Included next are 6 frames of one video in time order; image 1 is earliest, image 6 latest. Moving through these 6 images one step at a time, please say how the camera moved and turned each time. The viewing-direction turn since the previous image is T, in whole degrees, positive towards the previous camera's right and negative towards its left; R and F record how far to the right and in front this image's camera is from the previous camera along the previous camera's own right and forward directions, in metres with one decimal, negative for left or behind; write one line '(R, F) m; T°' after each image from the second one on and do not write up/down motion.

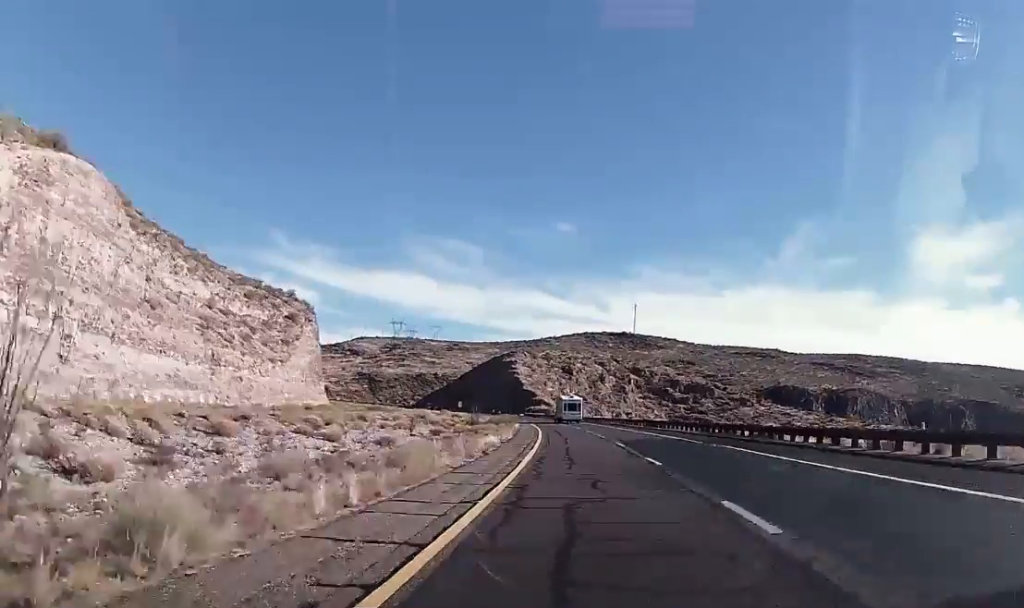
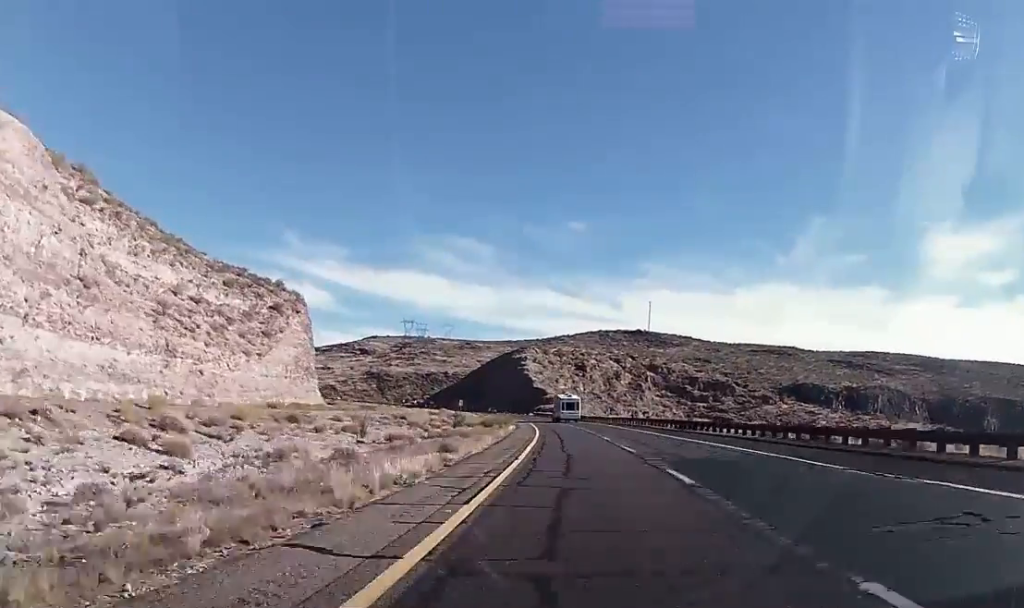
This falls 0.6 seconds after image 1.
(+0.1, +17.9) m; 0°
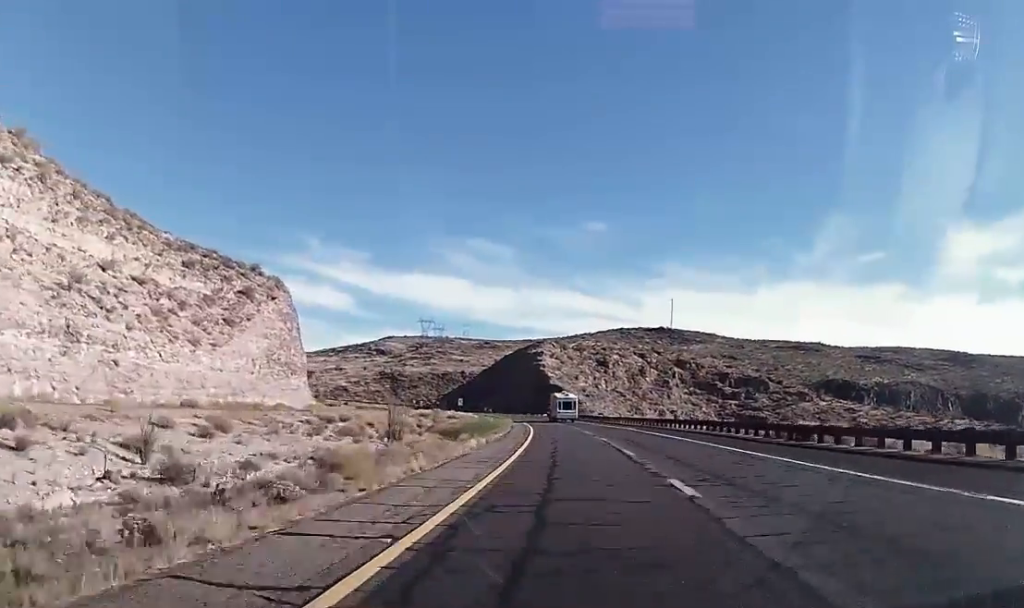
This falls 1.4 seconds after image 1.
(0.0, +26.3) m; -1°
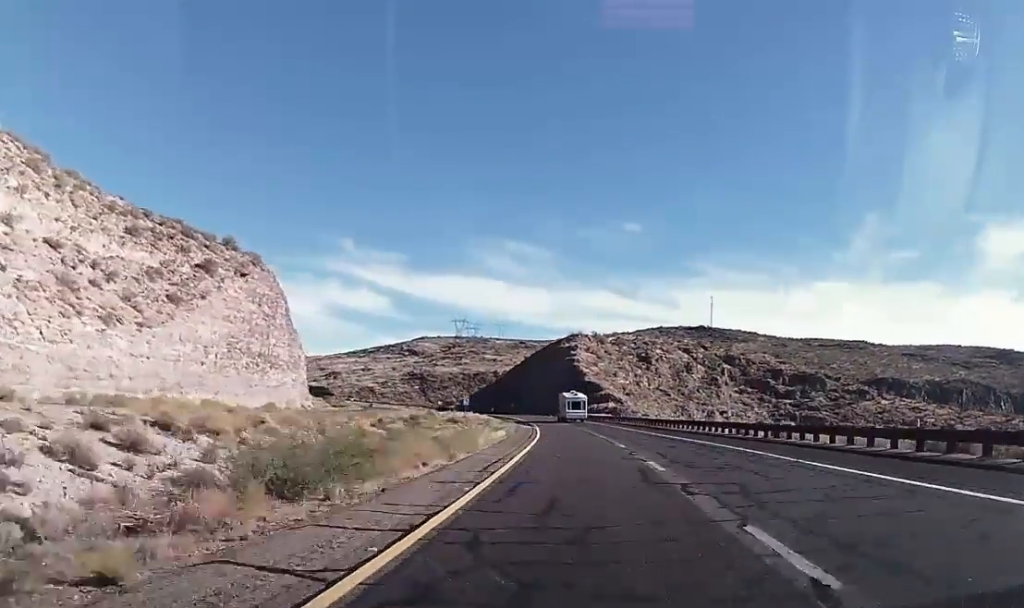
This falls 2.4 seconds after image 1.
(-0.6, +30.5) m; -2°
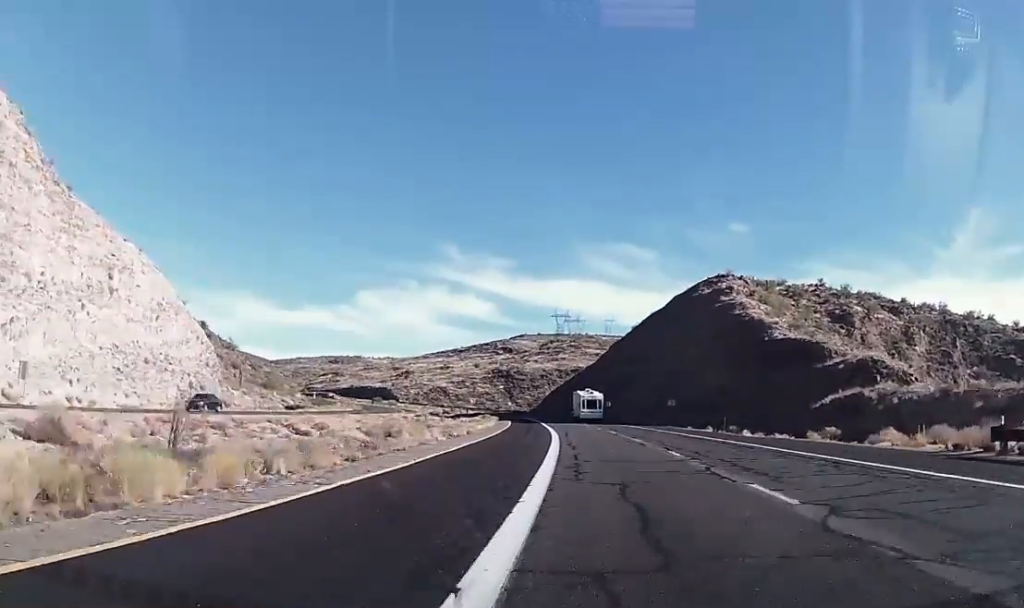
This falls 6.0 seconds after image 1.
(-9.2, +113.9) m; -9°
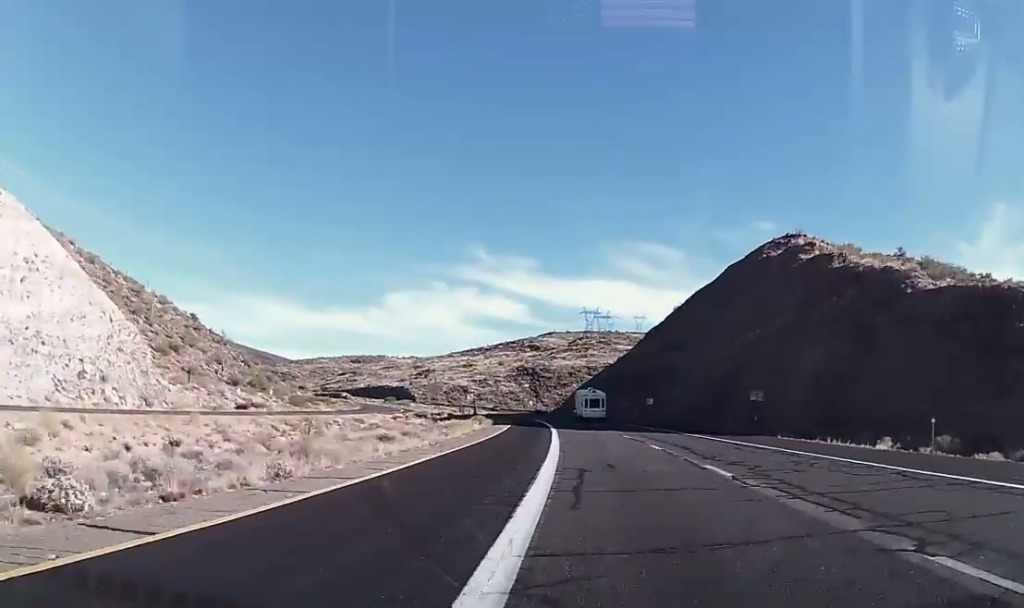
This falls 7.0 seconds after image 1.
(-0.5, +32.1) m; -2°
